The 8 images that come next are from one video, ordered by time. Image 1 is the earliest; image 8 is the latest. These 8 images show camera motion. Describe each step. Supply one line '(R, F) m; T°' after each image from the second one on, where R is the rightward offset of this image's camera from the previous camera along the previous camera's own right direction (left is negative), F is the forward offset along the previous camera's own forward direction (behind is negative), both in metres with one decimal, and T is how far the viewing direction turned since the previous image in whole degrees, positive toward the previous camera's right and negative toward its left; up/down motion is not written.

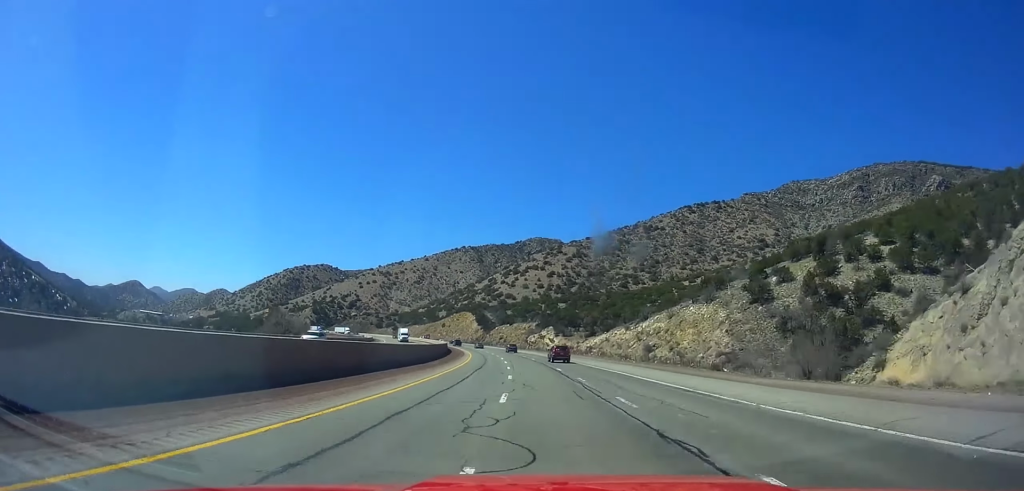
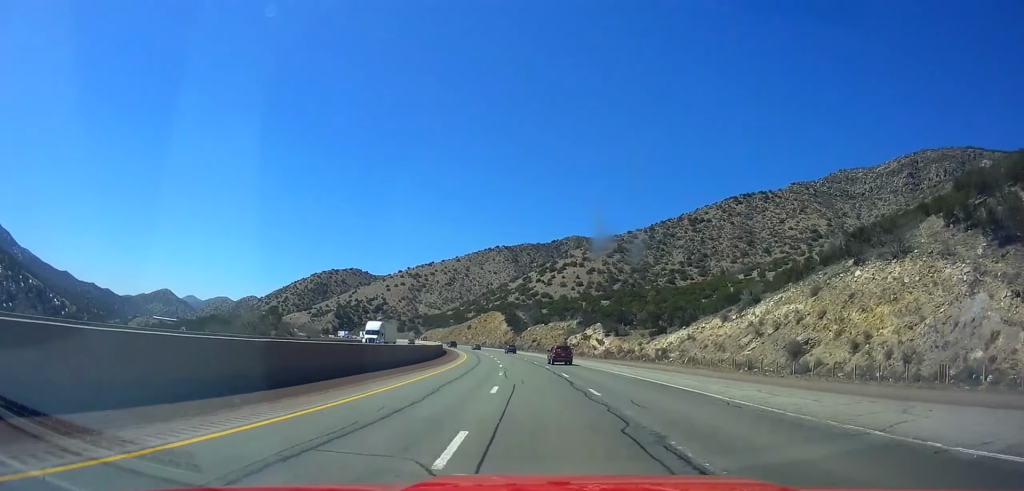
(-1.3, +46.0) m; -4°
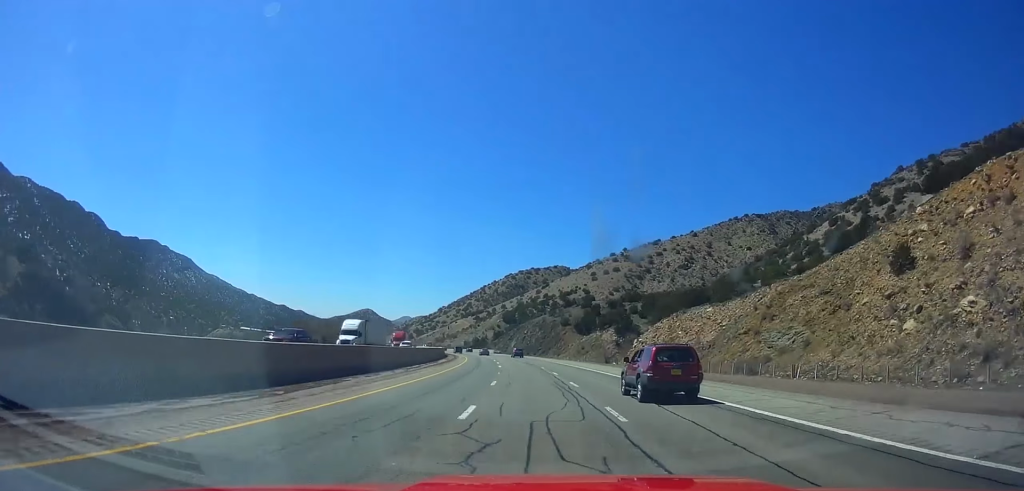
(-48.4, +243.7) m; -22°
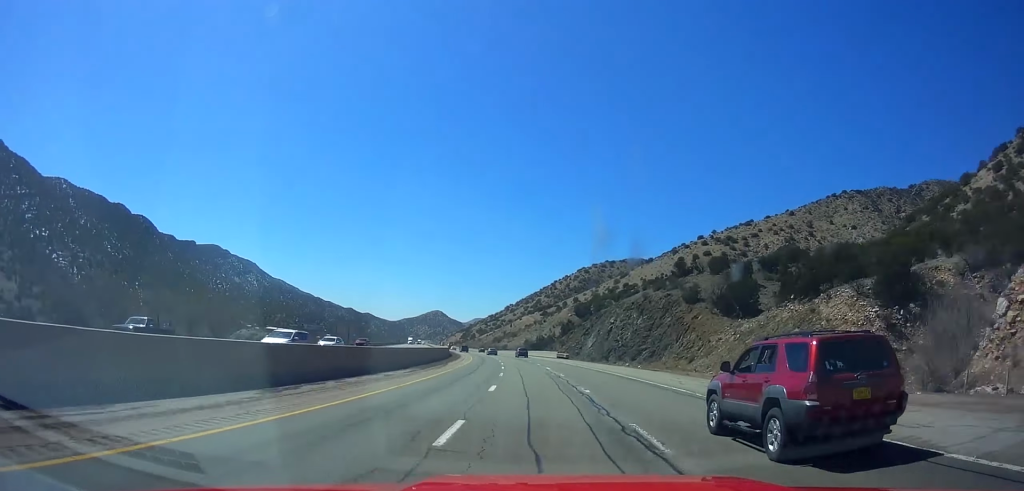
(-3.6, +76.7) m; -7°
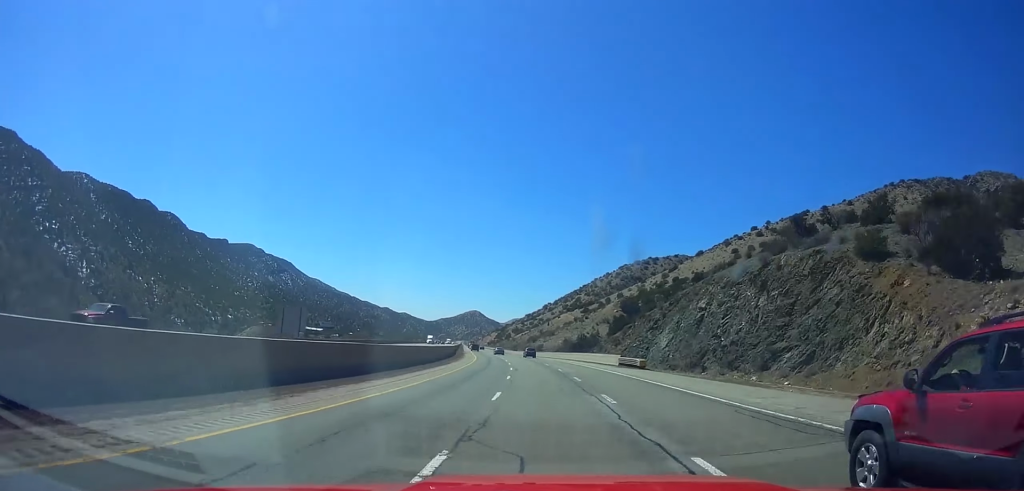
(-2.9, +40.2) m; -4°
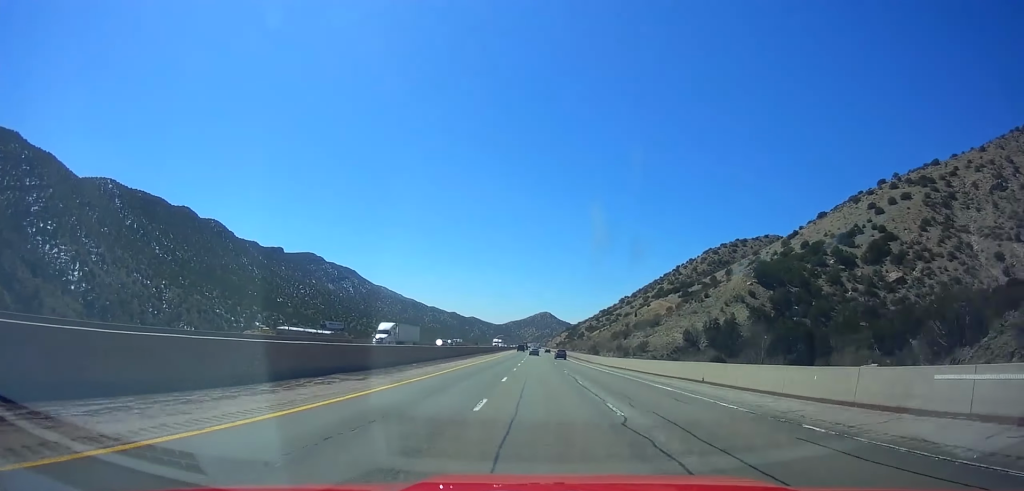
(-8.1, +100.9) m; -7°
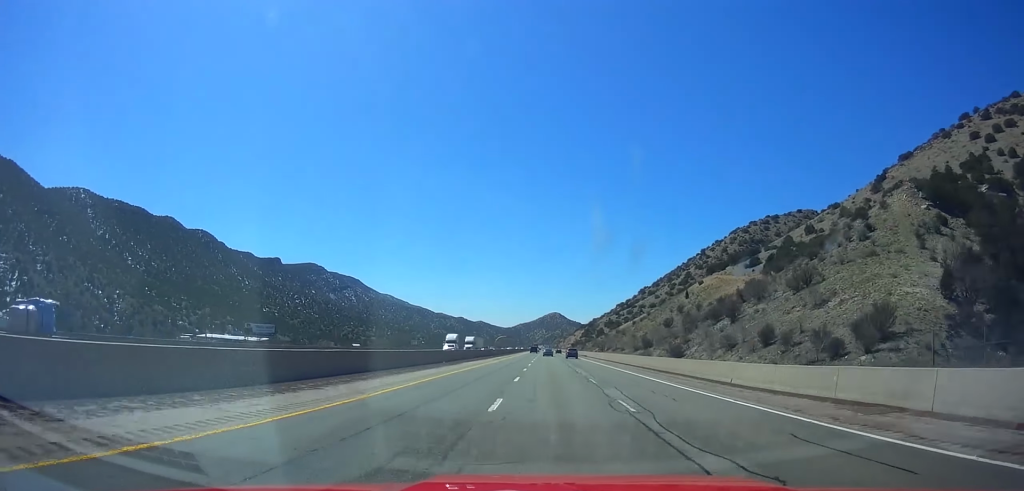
(-3.8, +85.2) m; -3°
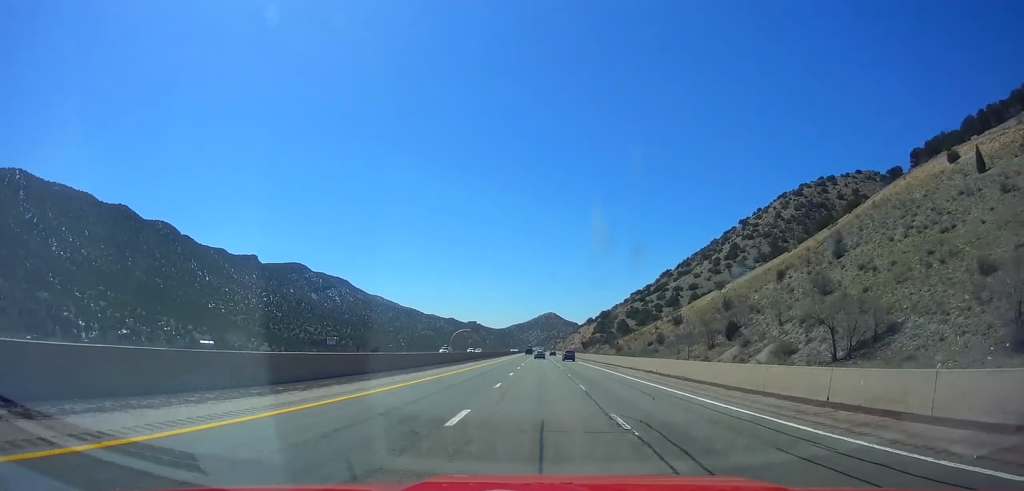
(-1.4, +149.1) m; -1°
